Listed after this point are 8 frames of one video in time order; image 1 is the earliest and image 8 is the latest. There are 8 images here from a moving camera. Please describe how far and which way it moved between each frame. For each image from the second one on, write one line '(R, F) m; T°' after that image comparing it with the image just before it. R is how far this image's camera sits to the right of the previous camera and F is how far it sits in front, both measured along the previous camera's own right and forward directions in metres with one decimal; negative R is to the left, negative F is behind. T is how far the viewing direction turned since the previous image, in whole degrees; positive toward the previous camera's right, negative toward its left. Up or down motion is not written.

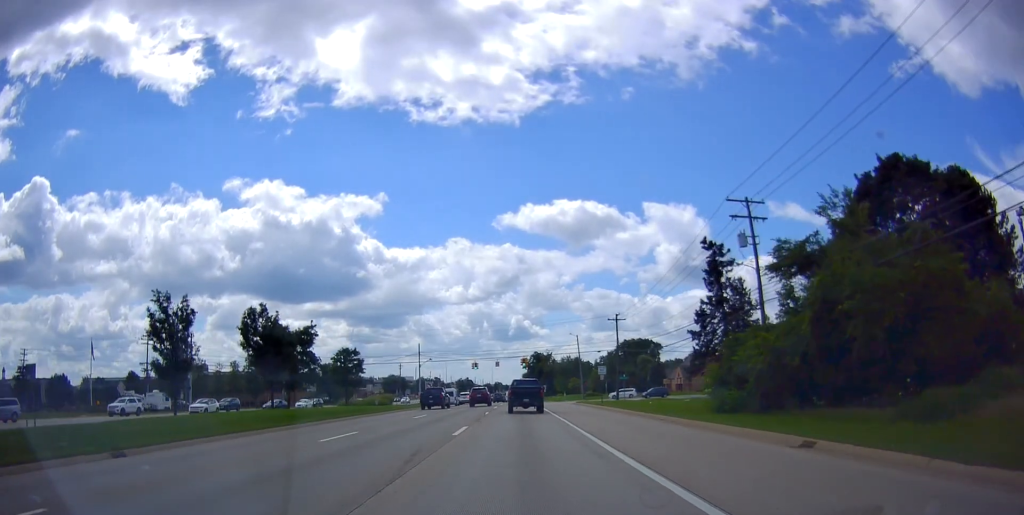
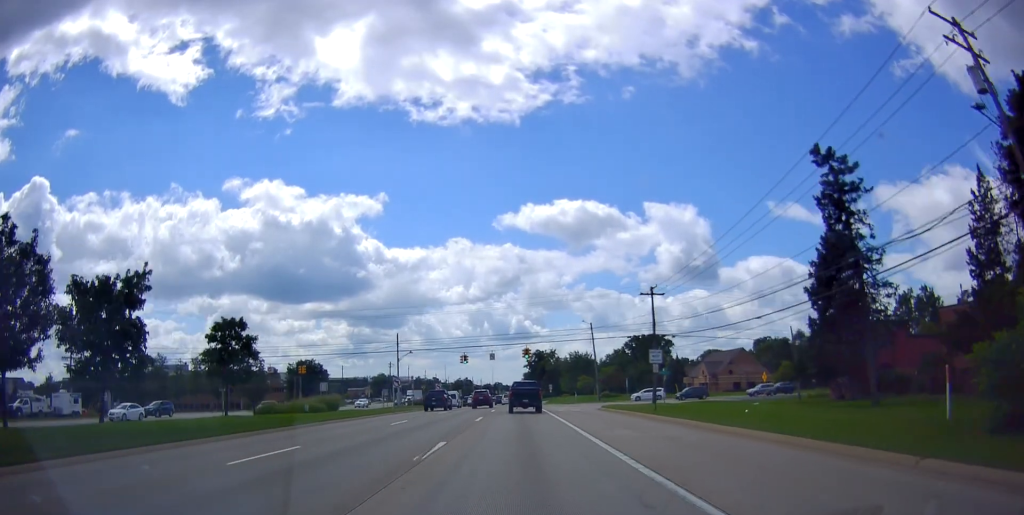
(0.0, +21.8) m; -2°
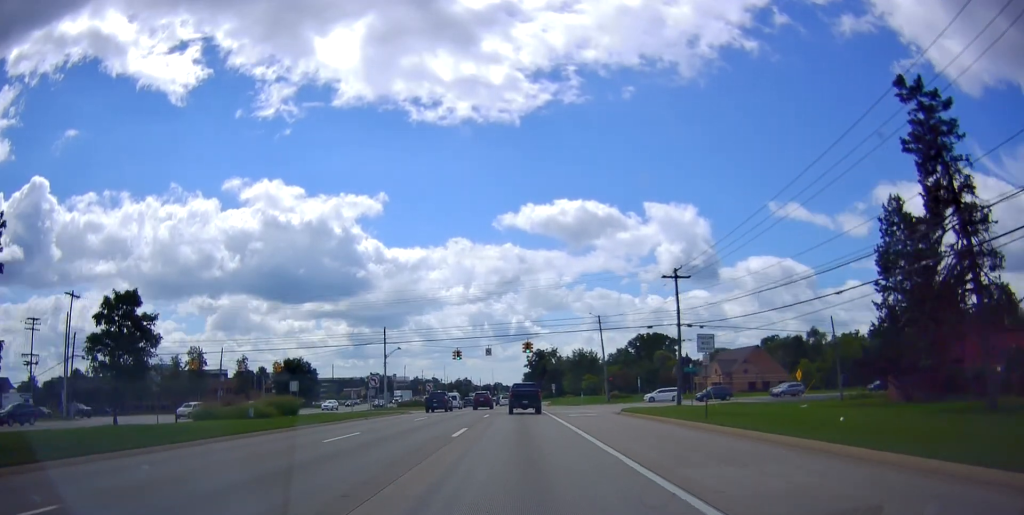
(-0.2, +8.7) m; 0°
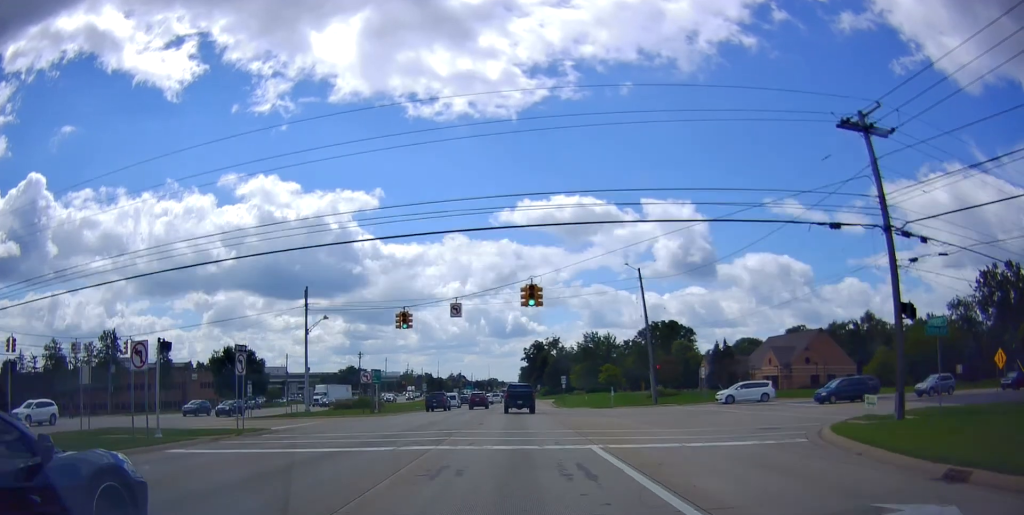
(+0.3, +31.2) m; +2°
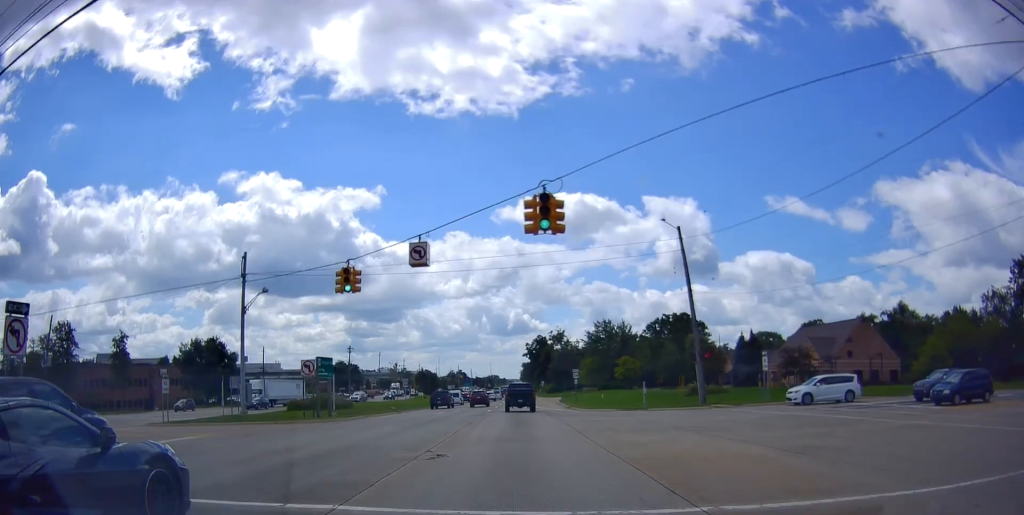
(-0.3, +13.8) m; 0°
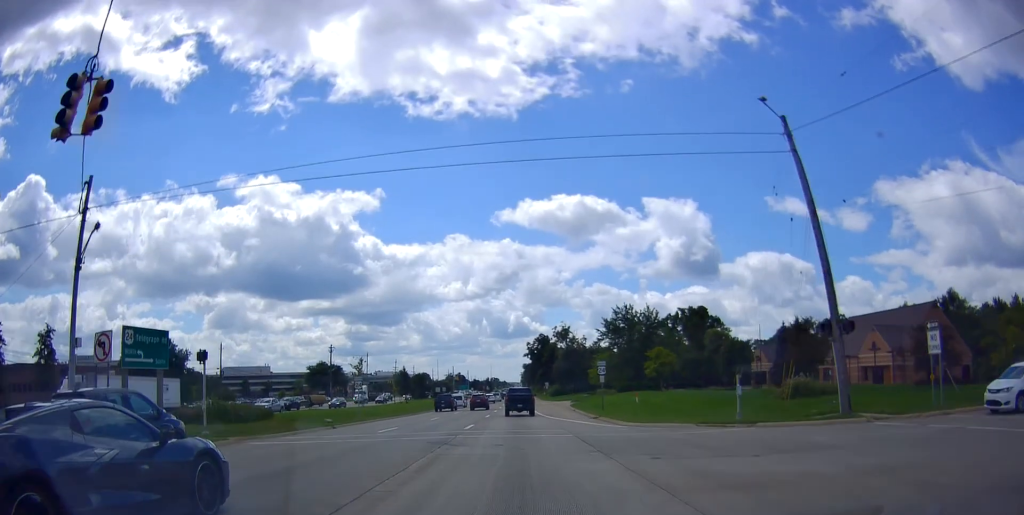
(+0.2, +18.9) m; -1°
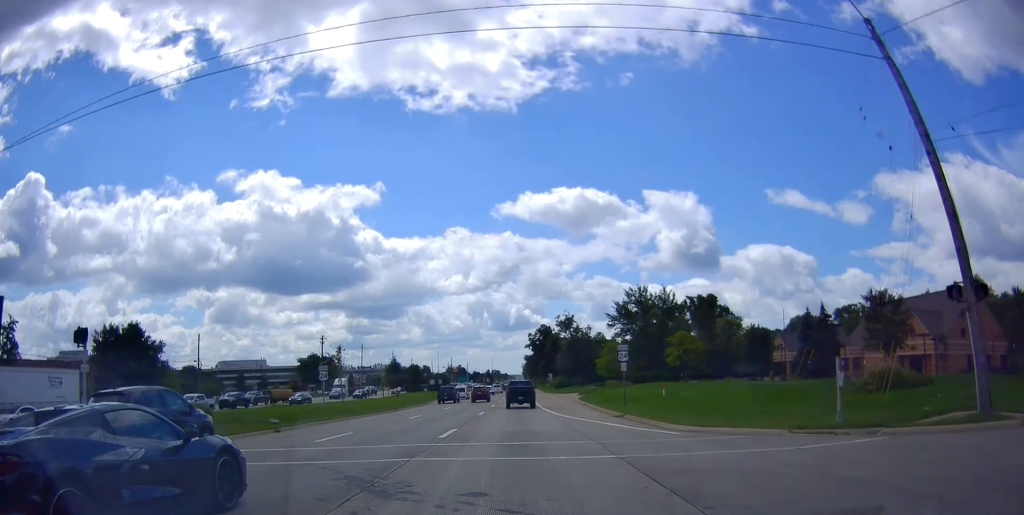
(-0.3, +8.0) m; 0°
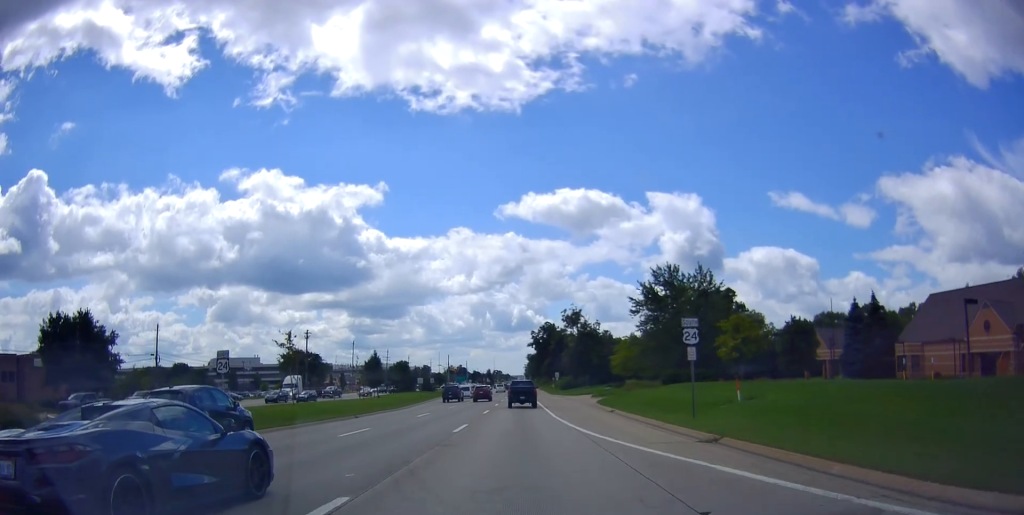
(-0.1, +12.8) m; 0°
